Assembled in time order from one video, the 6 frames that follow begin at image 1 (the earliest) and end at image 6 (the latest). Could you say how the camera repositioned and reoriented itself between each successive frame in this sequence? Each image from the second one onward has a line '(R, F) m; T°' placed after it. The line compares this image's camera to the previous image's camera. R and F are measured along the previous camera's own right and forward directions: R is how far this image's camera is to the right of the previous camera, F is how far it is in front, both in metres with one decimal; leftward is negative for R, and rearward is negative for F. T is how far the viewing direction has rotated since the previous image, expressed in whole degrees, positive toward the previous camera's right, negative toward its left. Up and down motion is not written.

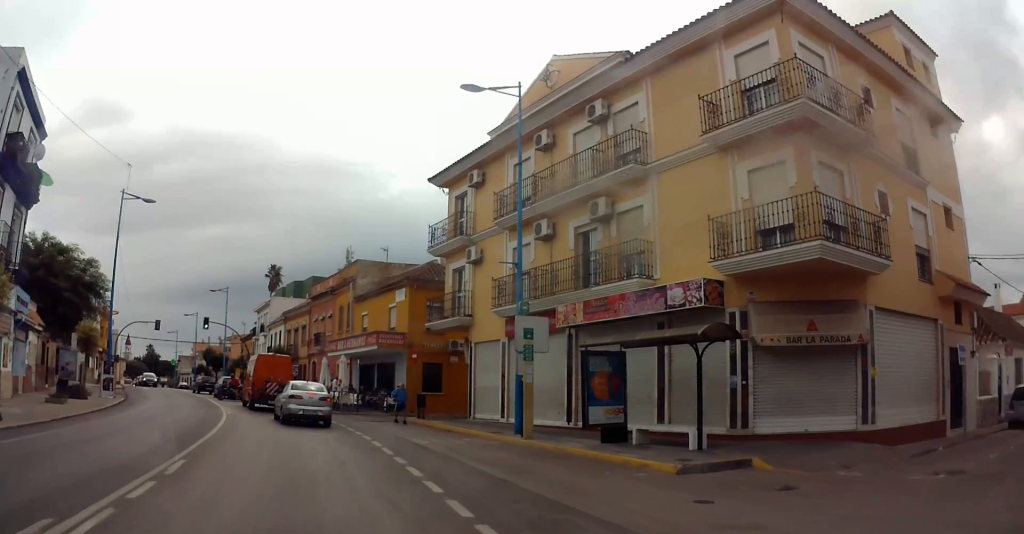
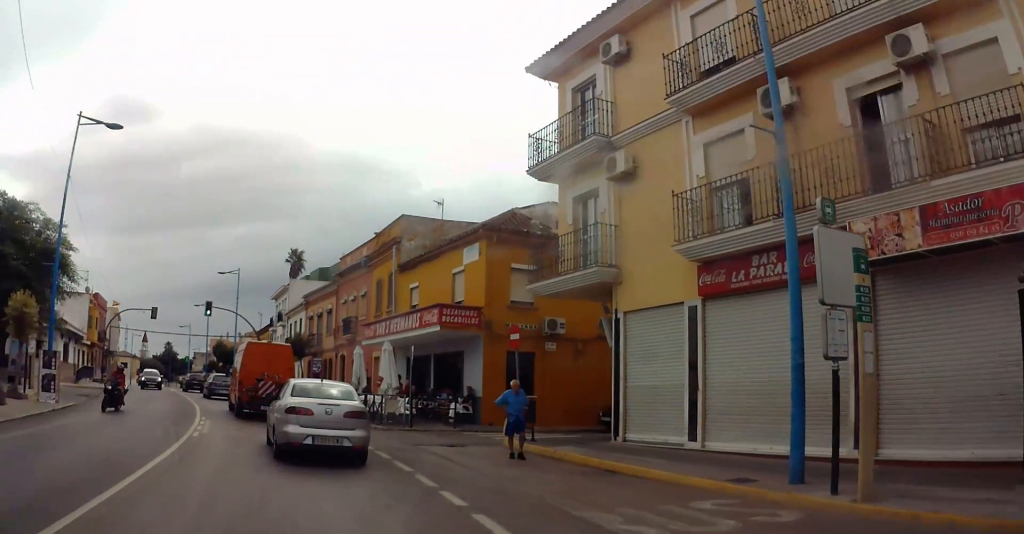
(0.0, +10.4) m; 0°
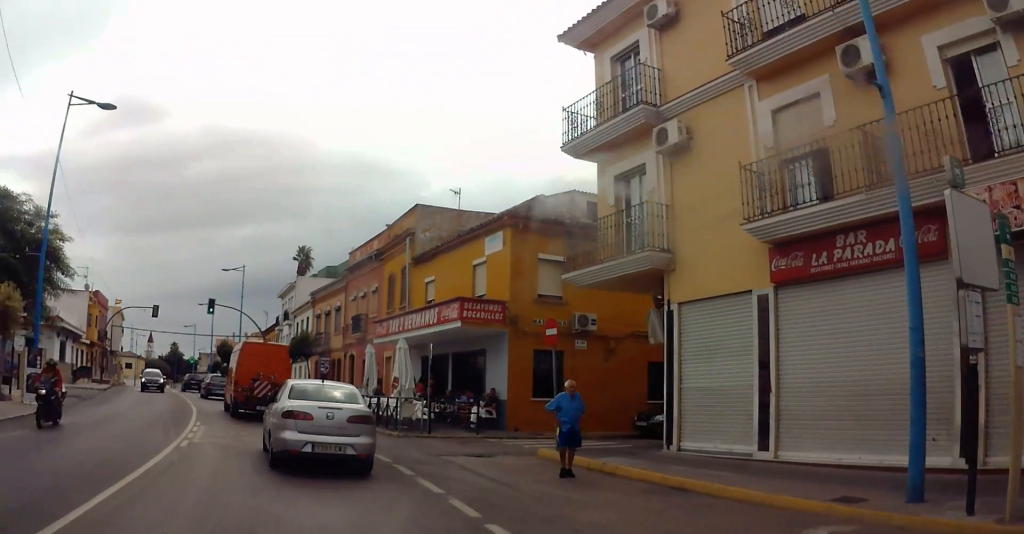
(0.0, +2.0) m; 0°
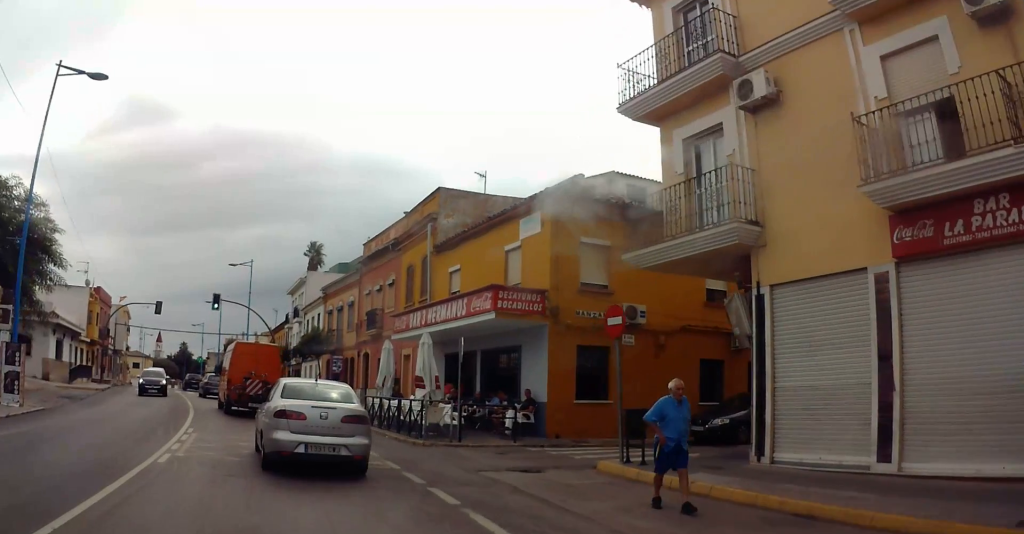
(0.0, +2.6) m; 0°
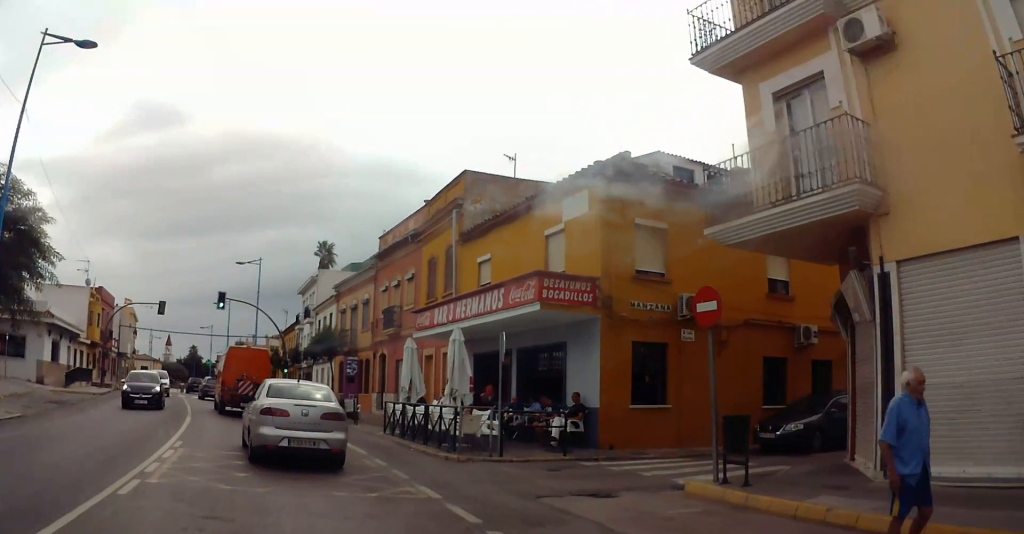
(0.0, +2.8) m; -1°
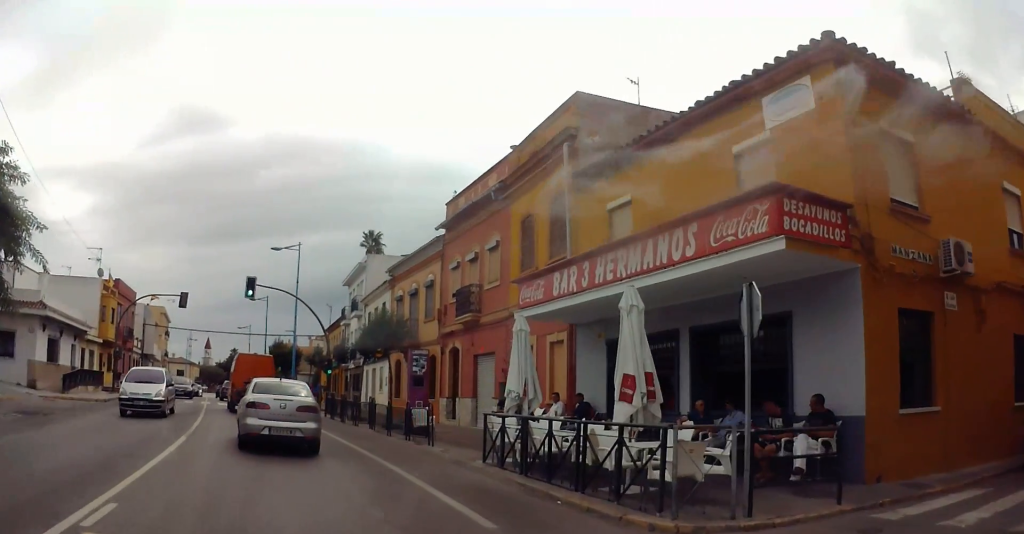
(-0.6, +7.7) m; -8°
